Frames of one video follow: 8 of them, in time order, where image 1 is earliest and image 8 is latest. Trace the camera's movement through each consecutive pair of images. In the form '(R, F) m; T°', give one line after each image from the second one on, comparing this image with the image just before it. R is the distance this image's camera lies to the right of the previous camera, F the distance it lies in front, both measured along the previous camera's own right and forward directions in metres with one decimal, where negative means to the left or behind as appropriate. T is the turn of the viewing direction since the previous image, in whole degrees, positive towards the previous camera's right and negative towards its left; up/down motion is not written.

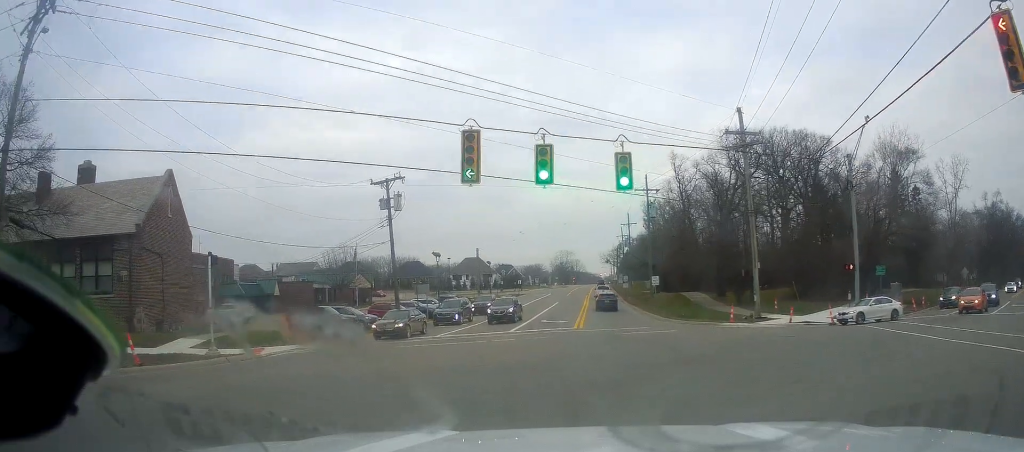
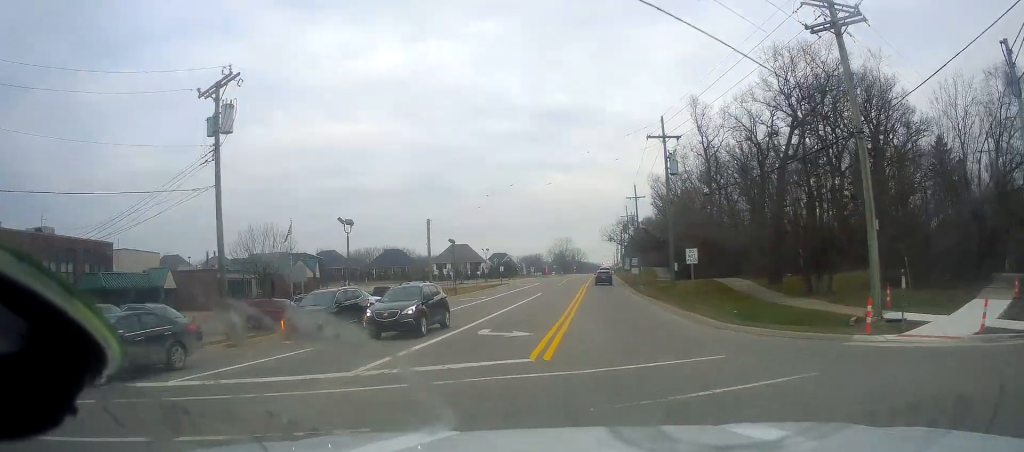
(0.0, +18.8) m; -3°
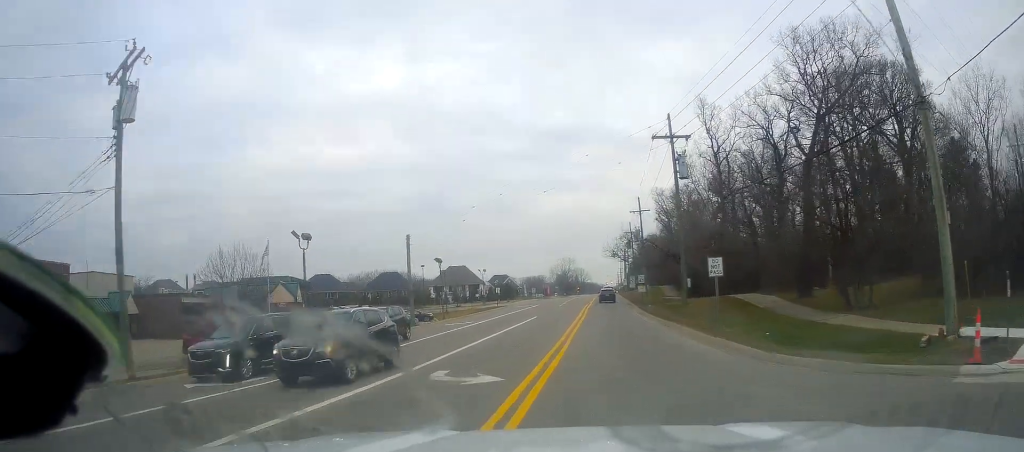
(-0.2, +5.7) m; 0°
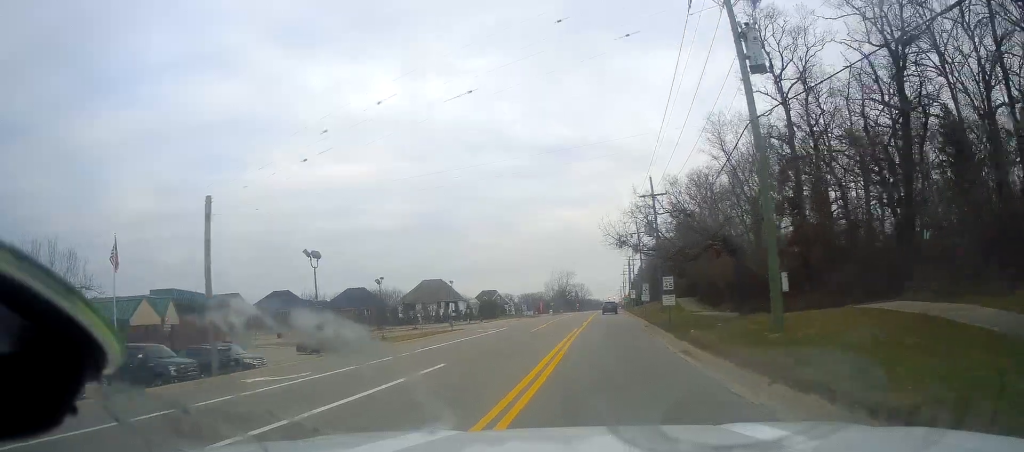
(+0.4, +23.4) m; +1°
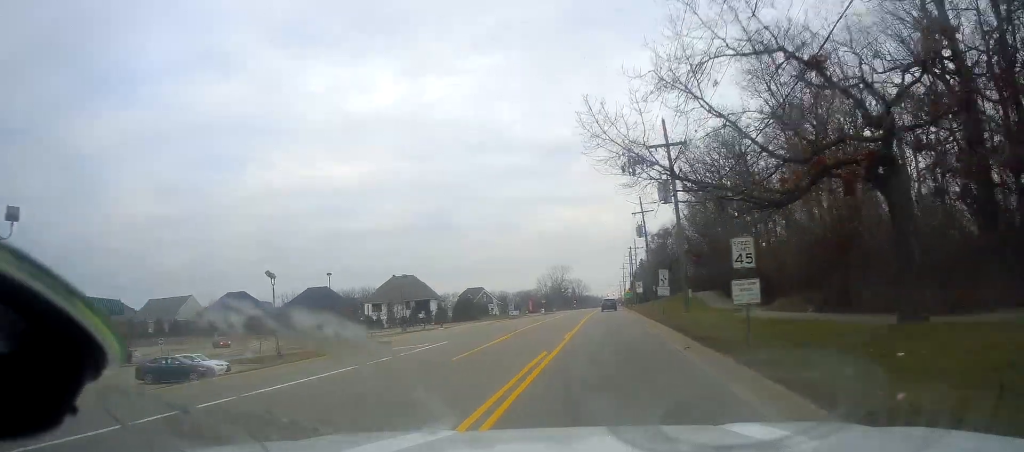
(-0.6, +19.2) m; +1°
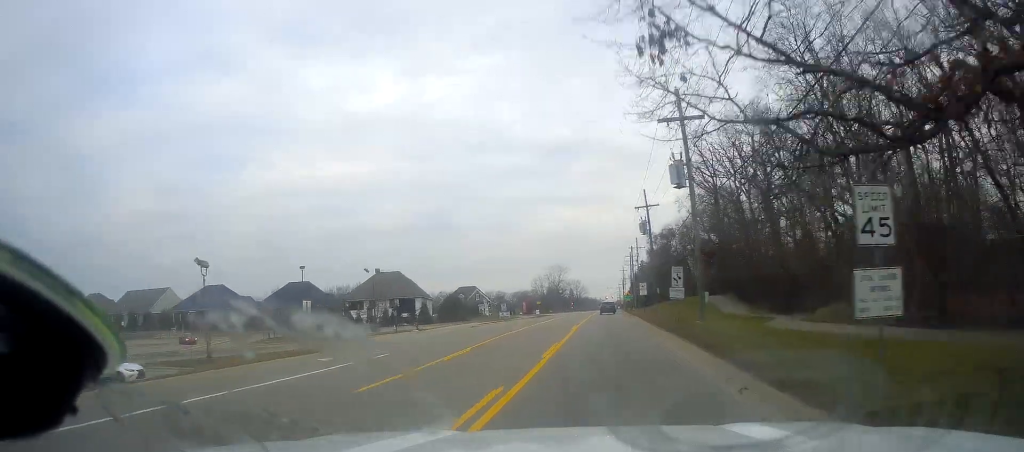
(+0.3, +7.5) m; +1°
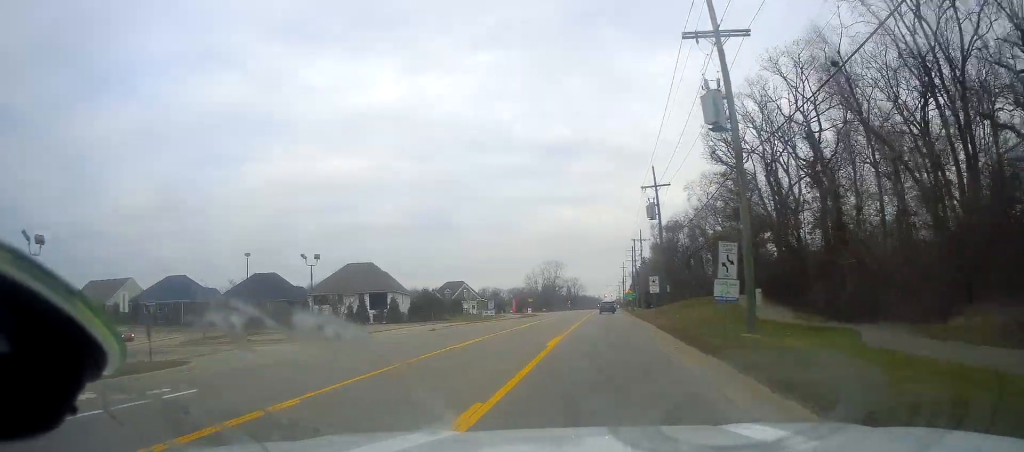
(+0.2, +12.3) m; +1°
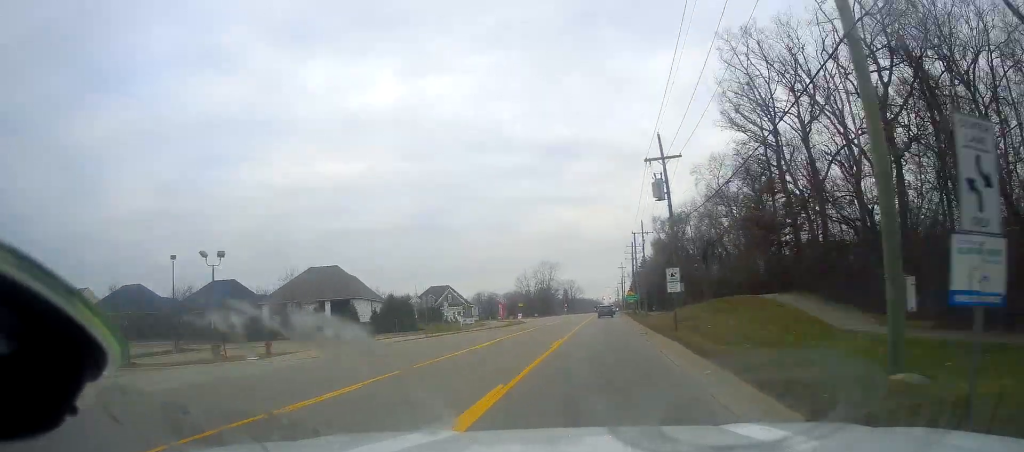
(+0.1, +12.5) m; -1°
